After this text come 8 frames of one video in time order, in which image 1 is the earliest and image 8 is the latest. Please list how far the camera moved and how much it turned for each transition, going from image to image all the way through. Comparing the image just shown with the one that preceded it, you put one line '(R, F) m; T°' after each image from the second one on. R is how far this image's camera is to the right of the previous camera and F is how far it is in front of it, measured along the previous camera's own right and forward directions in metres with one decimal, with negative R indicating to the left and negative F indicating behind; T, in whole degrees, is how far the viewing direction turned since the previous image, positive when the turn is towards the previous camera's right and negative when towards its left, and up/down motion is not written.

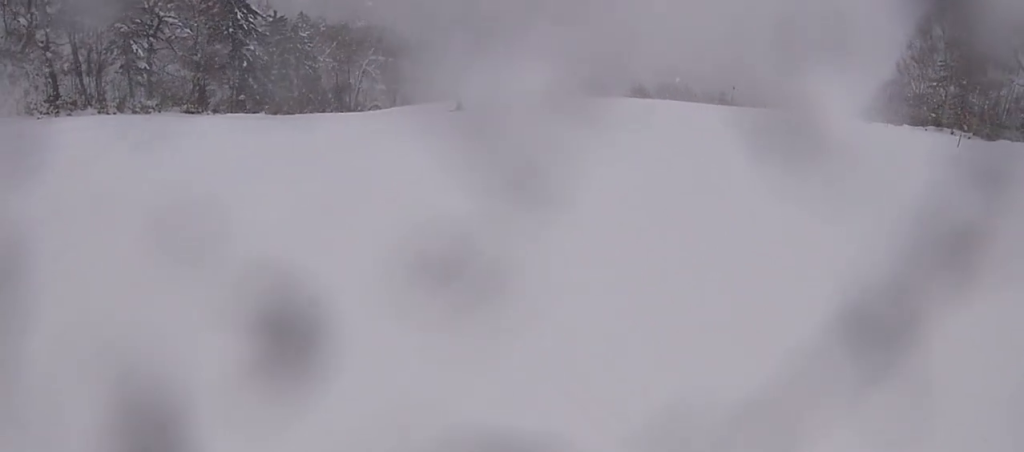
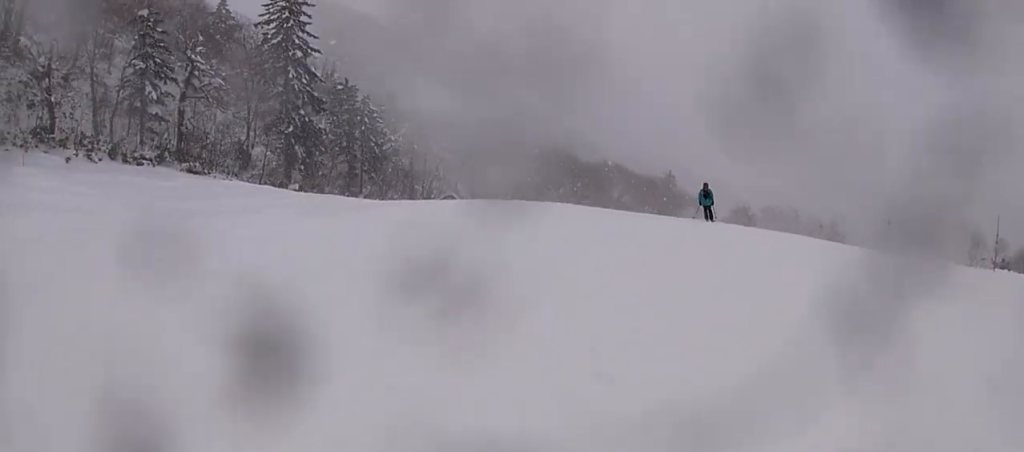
(+0.3, +14.0) m; -10°
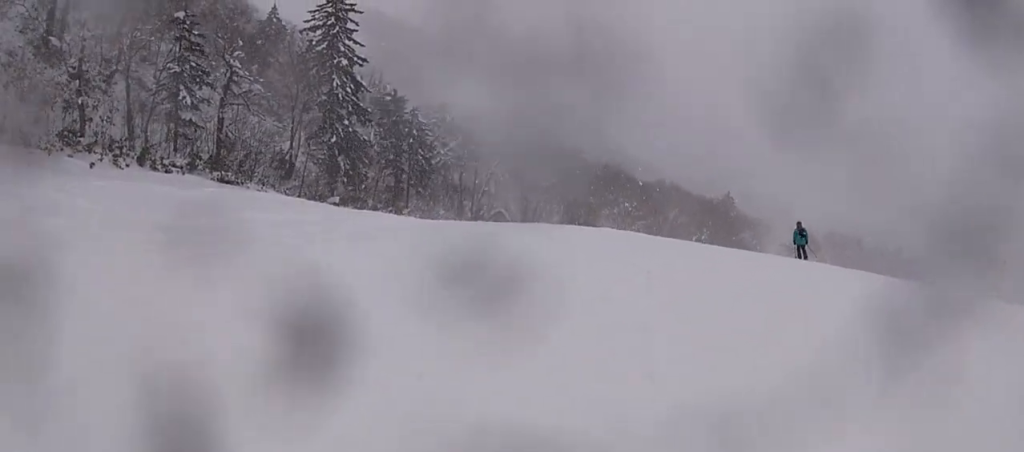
(-0.9, +3.9) m; -3°
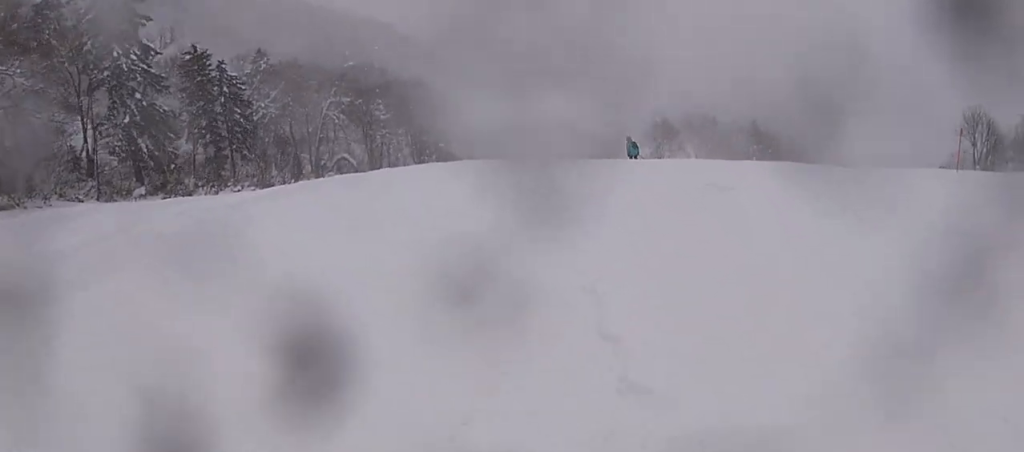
(+0.4, +6.5) m; +13°
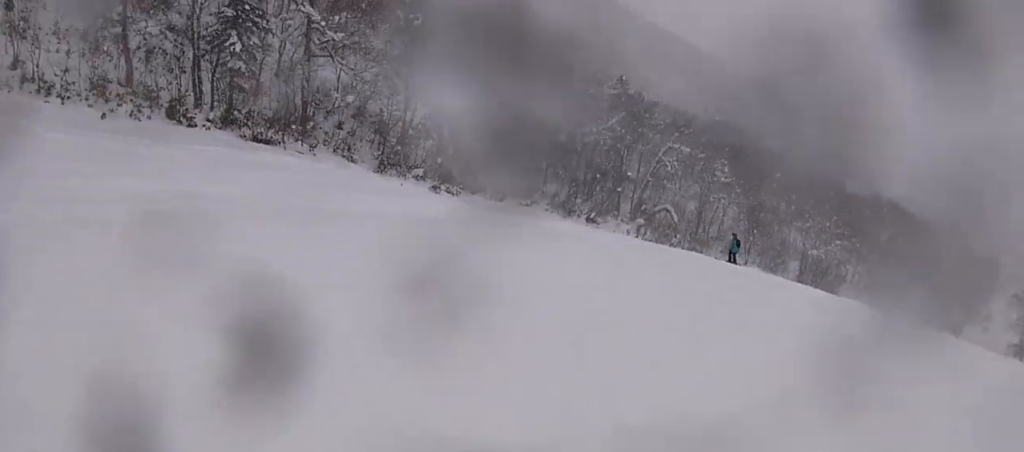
(0.0, +10.1) m; -25°
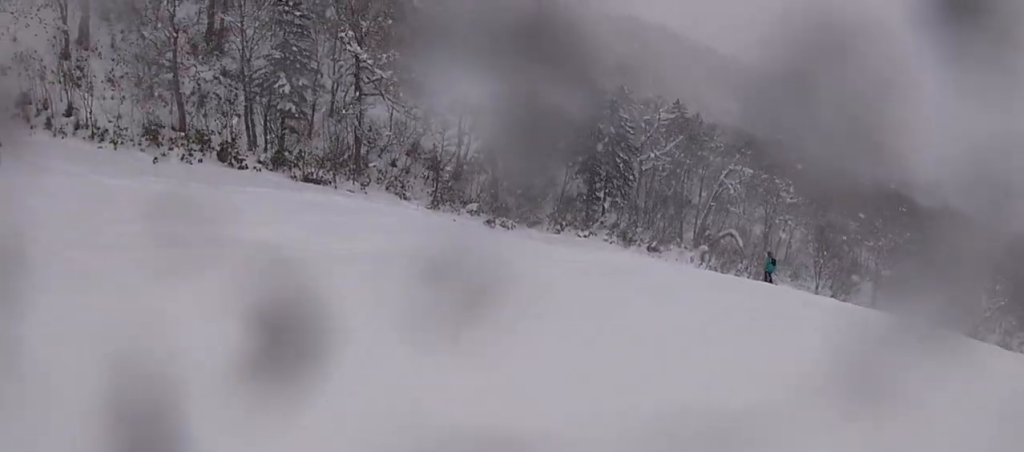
(-0.3, +1.6) m; -9°
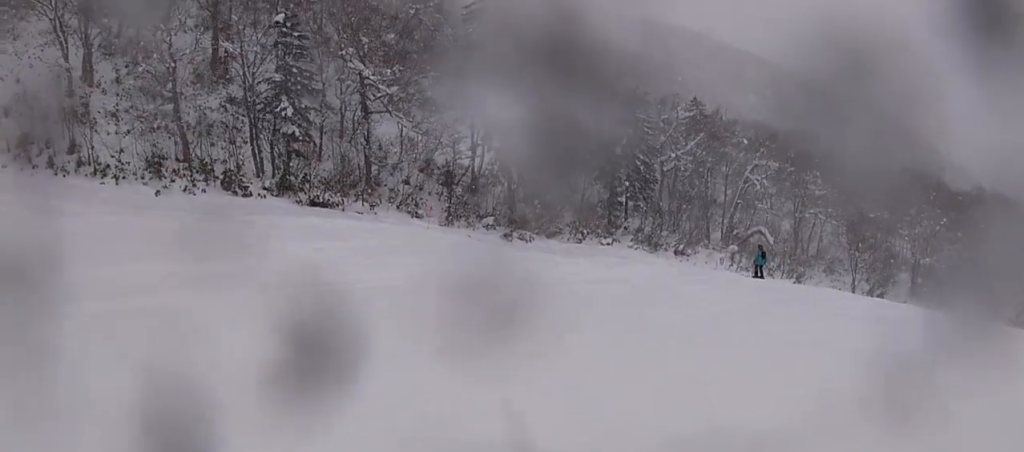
(-0.5, +2.2) m; -11°
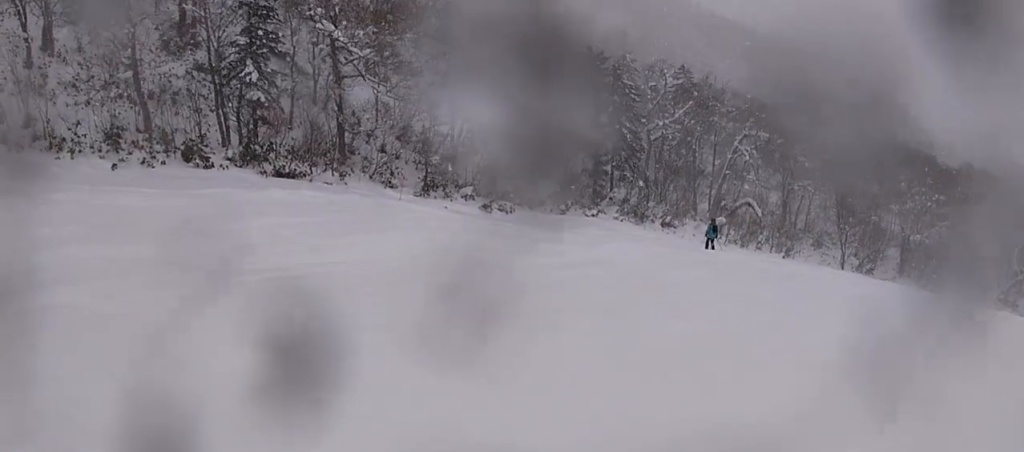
(-0.1, +2.3) m; -4°
